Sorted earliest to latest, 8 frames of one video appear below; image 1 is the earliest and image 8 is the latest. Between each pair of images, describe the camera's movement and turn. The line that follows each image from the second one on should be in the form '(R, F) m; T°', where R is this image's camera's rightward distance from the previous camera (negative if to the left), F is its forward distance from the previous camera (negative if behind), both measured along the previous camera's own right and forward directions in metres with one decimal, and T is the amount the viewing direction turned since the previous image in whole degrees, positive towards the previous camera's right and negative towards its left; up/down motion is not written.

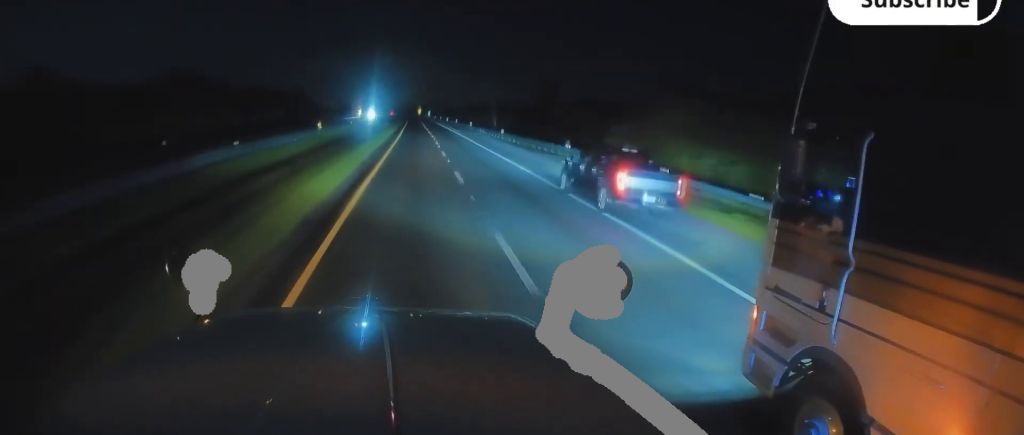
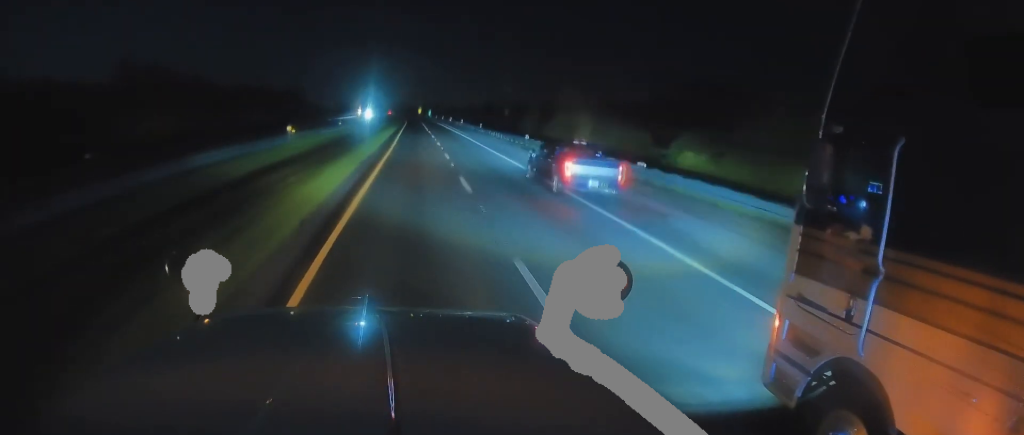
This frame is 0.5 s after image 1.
(0.0, +13.2) m; 0°
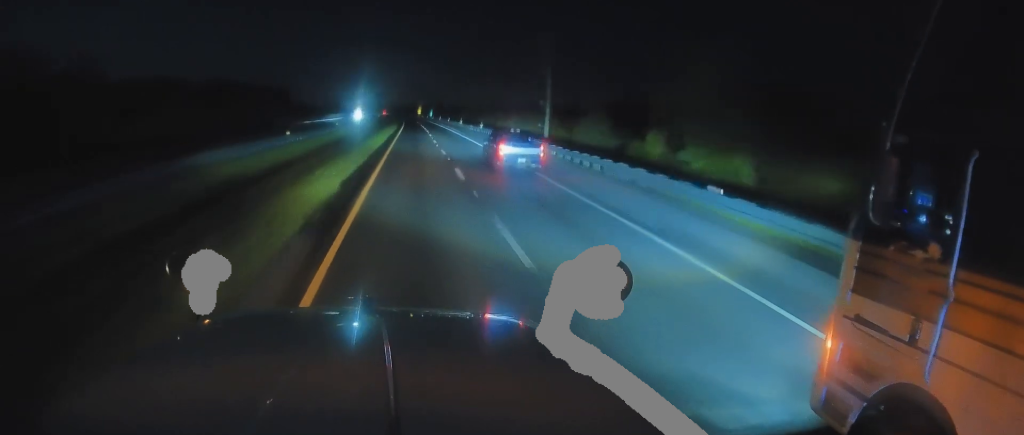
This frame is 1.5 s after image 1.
(+0.2, +28.5) m; 0°
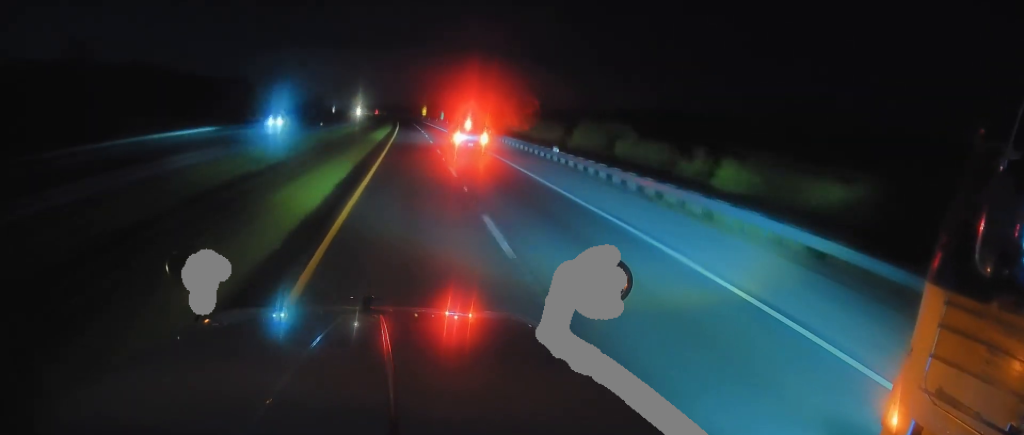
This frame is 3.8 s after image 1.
(-0.7, +58.9) m; -1°
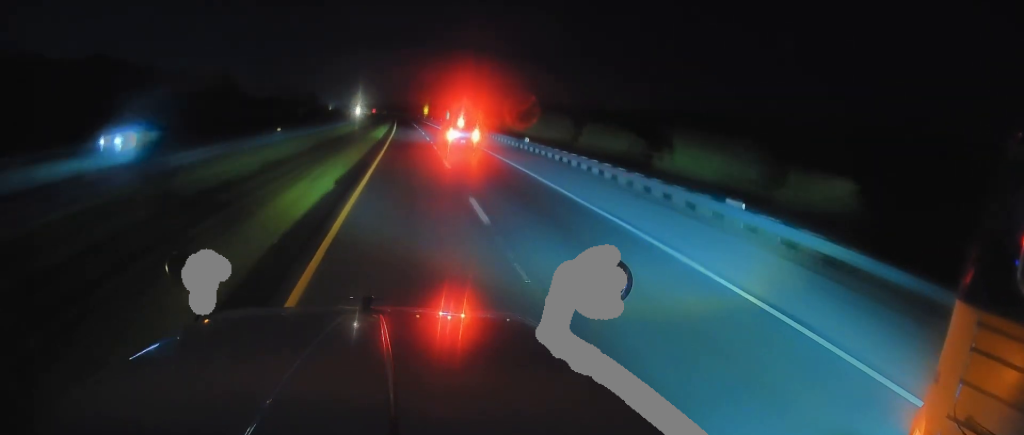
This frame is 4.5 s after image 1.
(0.0, +19.5) m; 0°
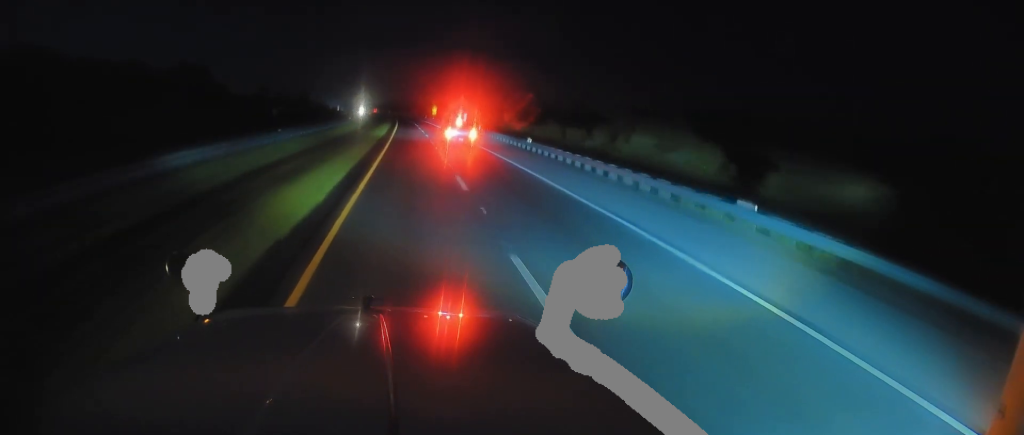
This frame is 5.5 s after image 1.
(0.0, +29.0) m; 0°
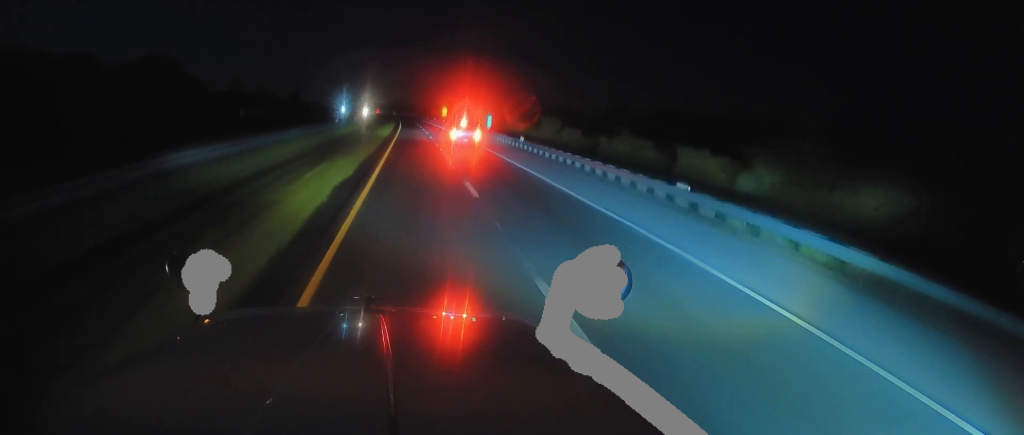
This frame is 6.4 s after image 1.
(-0.1, +24.7) m; -1°
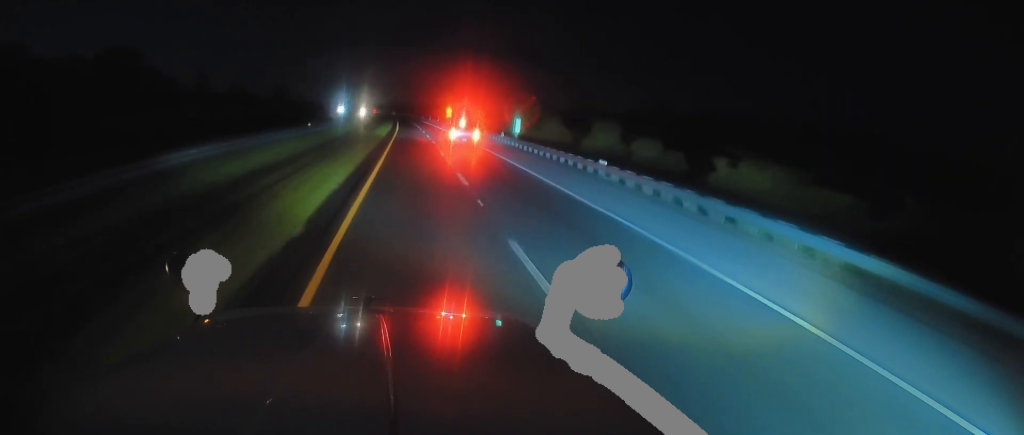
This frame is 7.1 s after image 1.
(-0.2, +21.1) m; 0°
